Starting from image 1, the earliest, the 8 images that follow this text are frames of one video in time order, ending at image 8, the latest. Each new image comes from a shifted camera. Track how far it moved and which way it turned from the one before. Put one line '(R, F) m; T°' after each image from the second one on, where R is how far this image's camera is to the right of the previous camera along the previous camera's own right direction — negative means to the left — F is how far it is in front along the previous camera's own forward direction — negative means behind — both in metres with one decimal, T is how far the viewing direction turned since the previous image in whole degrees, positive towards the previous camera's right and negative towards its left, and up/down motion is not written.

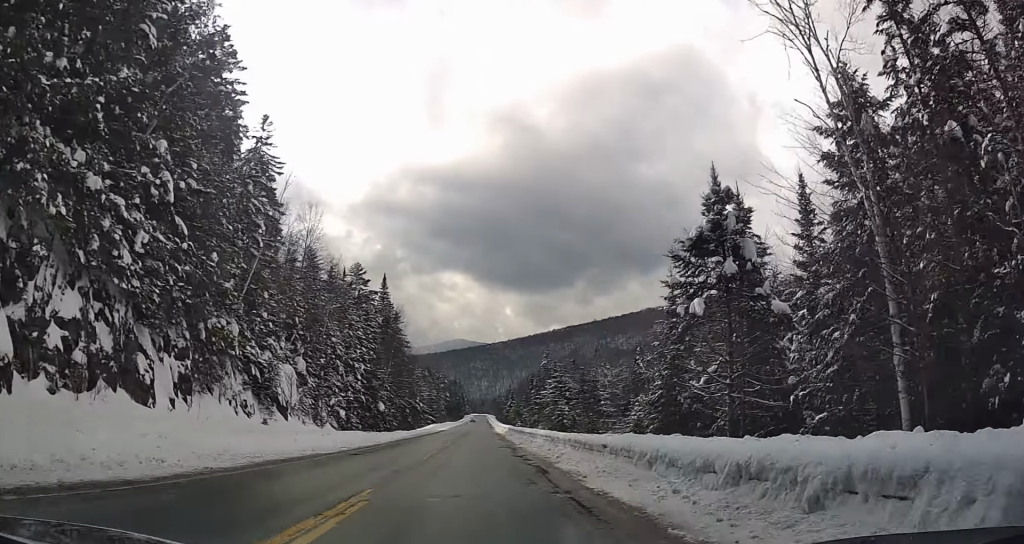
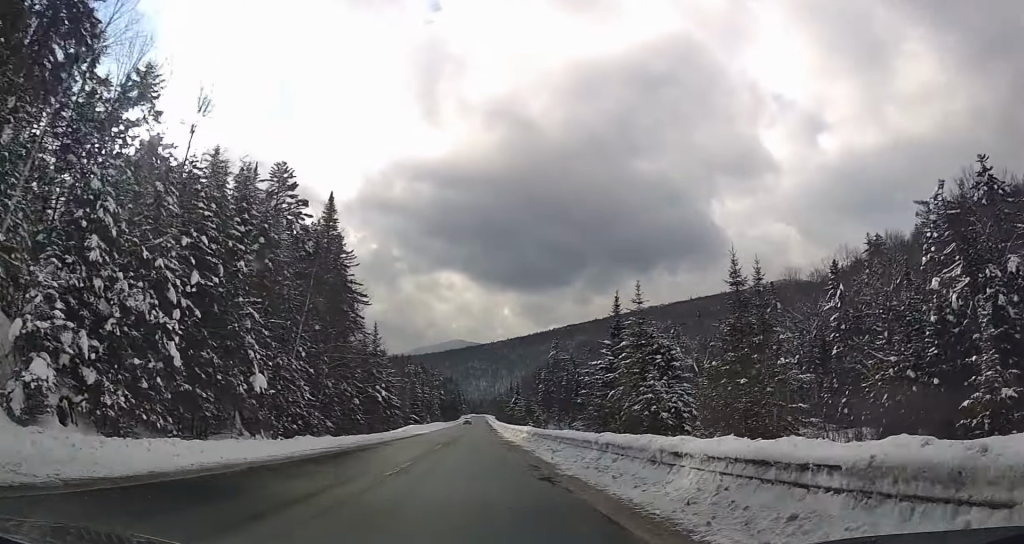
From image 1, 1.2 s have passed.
(-0.3, +30.7) m; -1°
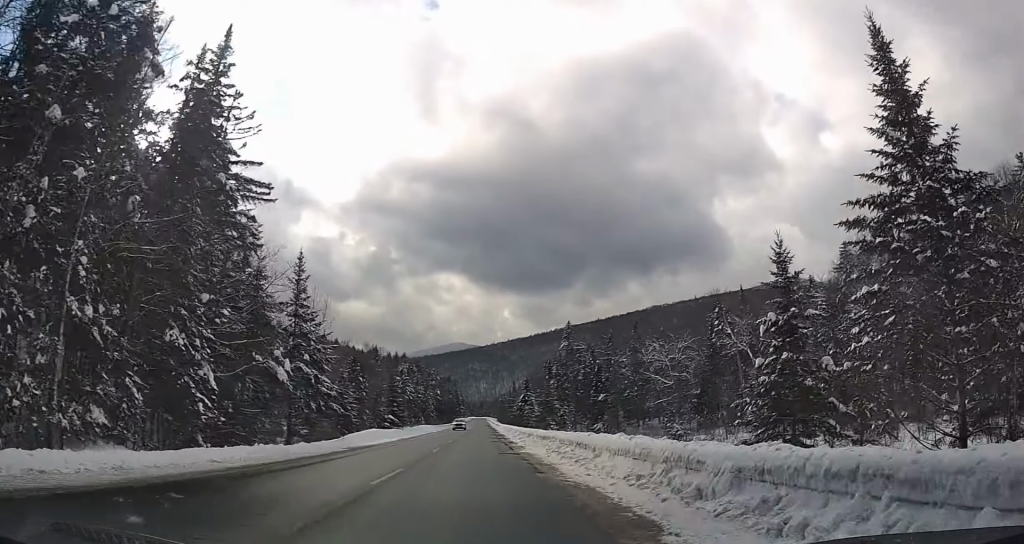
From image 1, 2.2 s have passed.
(-0.2, +26.6) m; -1°
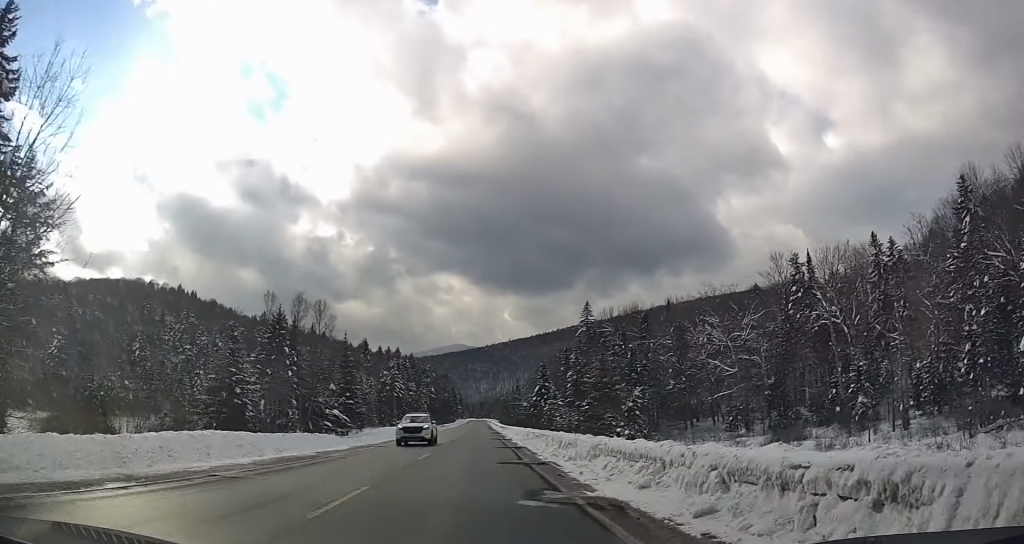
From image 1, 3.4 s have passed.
(0.0, +29.1) m; 0°
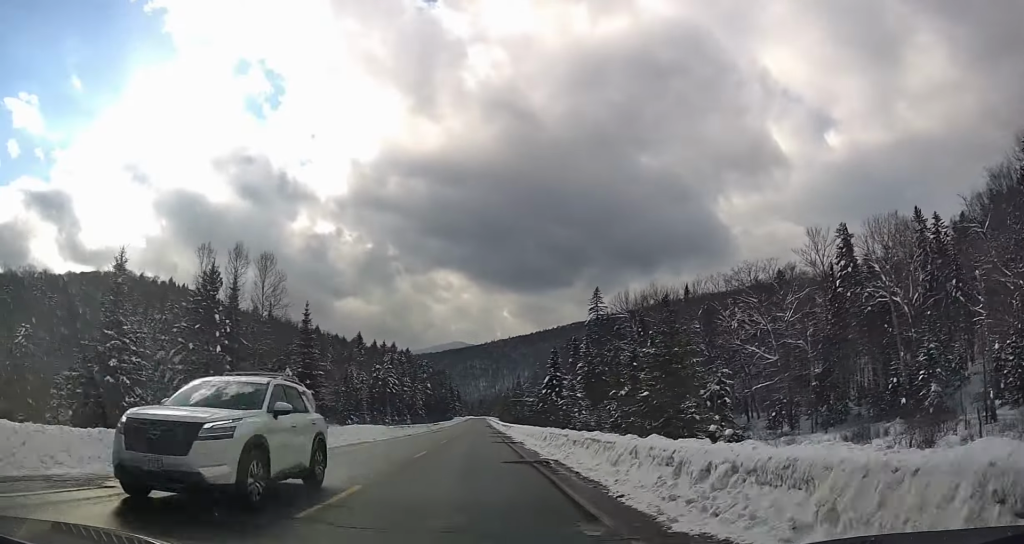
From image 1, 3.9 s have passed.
(0.0, +12.7) m; 0°
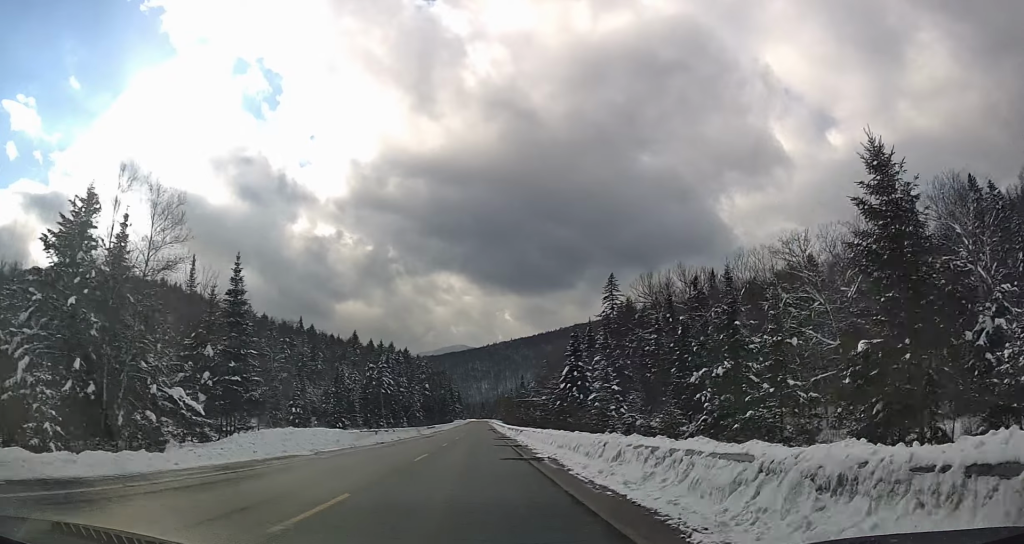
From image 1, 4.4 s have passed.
(0.0, +13.4) m; 0°
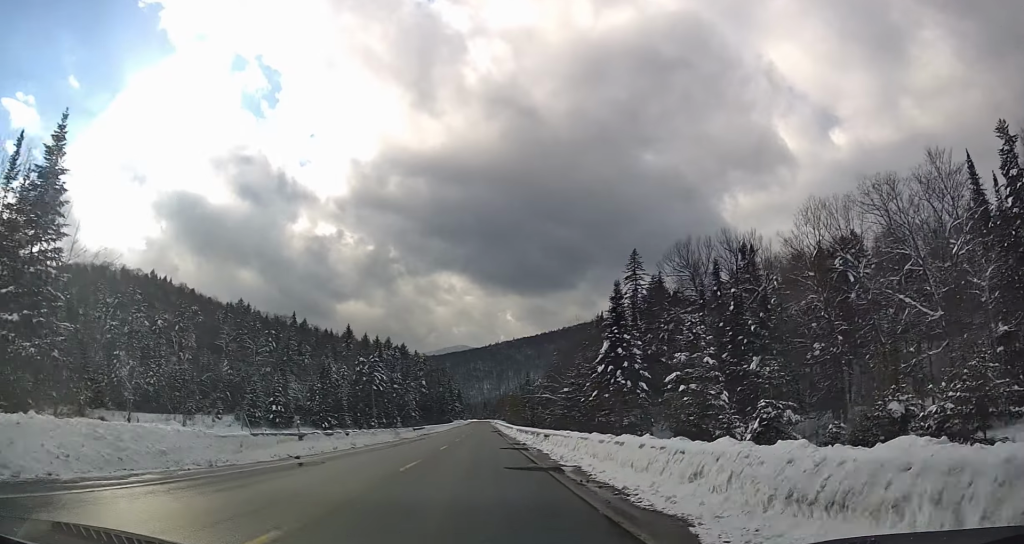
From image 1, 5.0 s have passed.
(0.0, +16.0) m; 0°
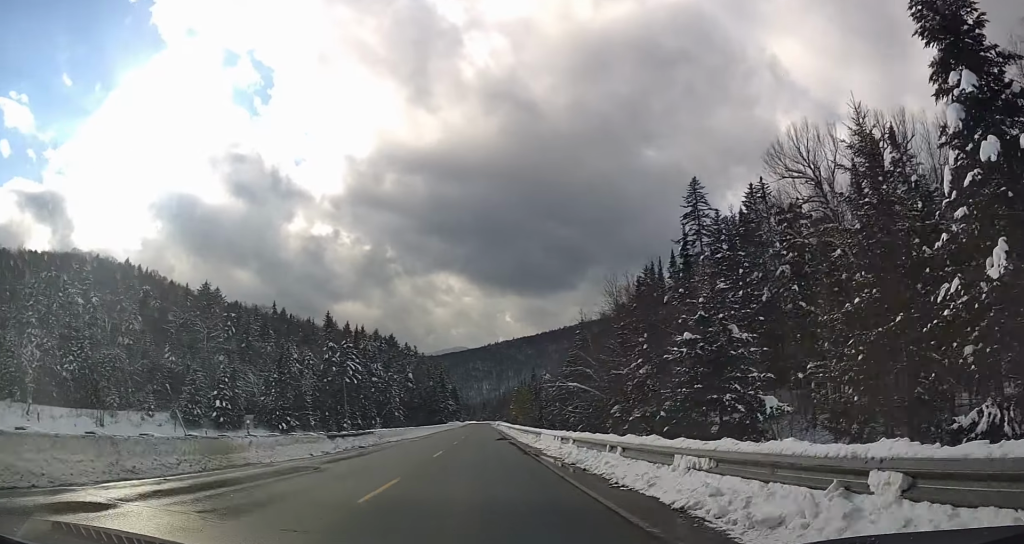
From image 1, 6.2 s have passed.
(+0.4, +30.1) m; 0°
